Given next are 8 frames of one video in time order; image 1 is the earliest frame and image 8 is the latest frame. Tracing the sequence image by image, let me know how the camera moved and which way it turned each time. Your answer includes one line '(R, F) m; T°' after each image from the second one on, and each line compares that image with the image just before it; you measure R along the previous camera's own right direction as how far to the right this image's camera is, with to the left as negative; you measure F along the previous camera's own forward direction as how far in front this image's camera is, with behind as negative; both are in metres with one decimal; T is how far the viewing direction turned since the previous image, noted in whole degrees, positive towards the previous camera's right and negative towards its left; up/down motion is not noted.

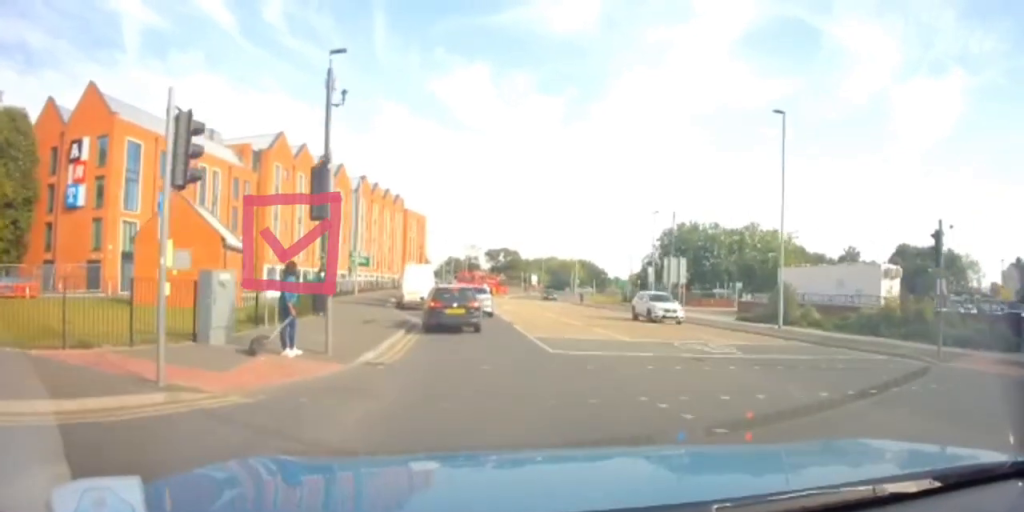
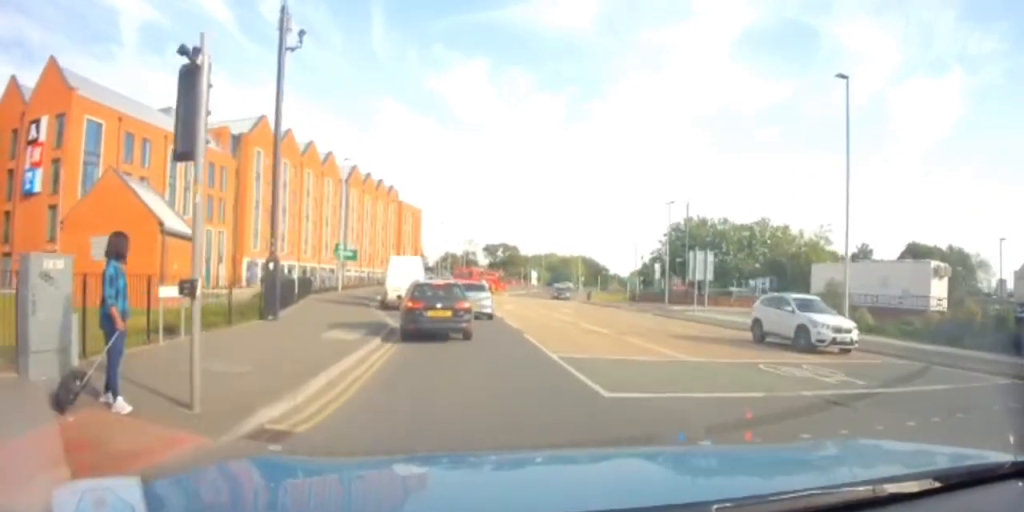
(+0.1, +5.8) m; +1°
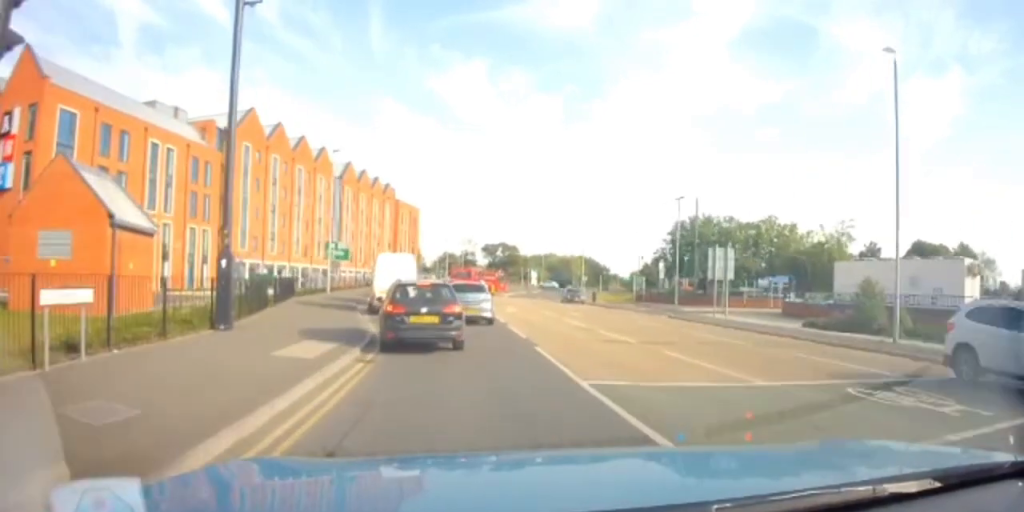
(0.0, +3.4) m; -2°
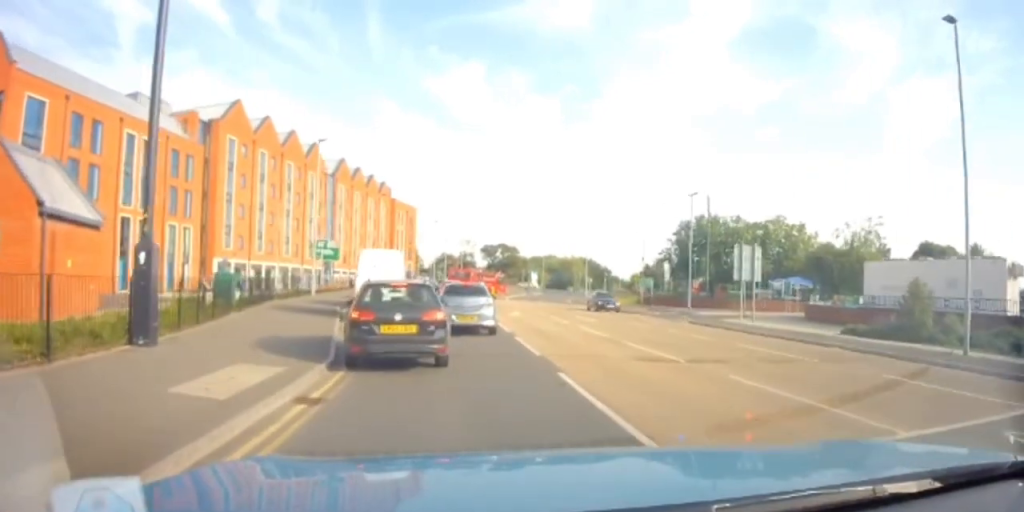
(0.0, +4.2) m; -2°
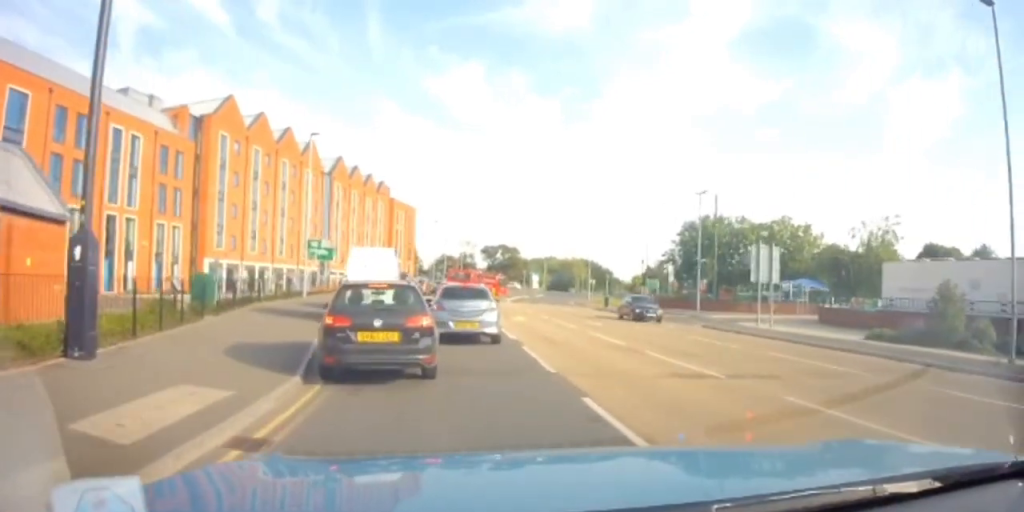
(-0.2, +2.2) m; 0°
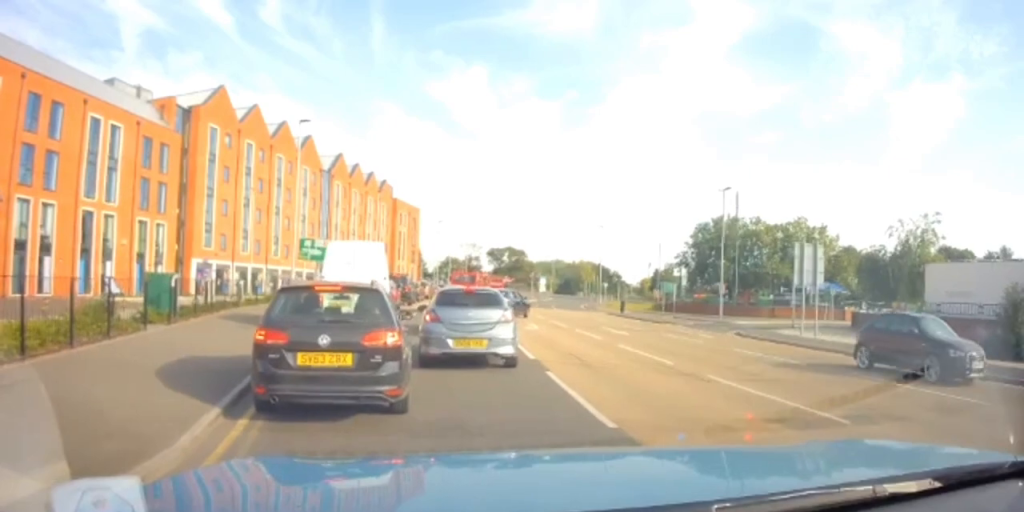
(+0.3, +4.4) m; +5°
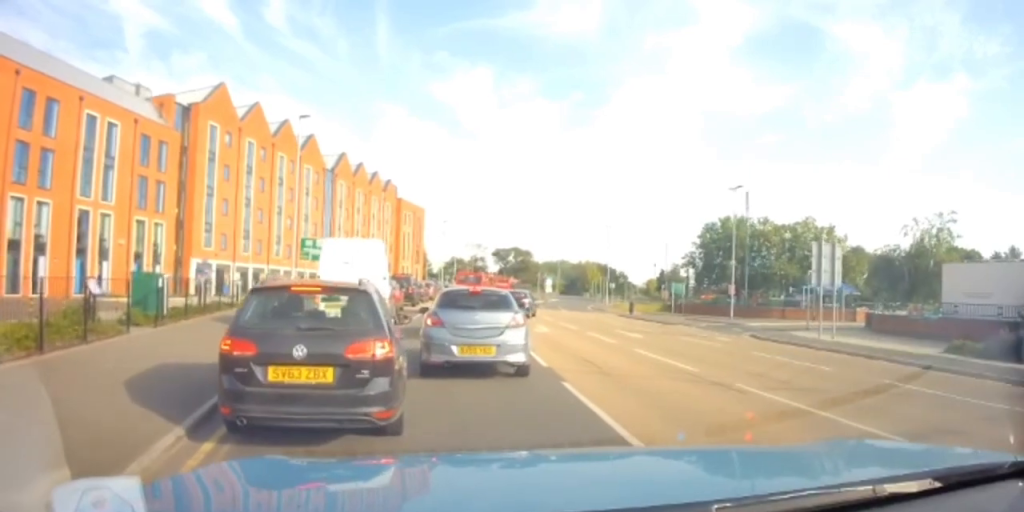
(-0.1, +1.3) m; +1°
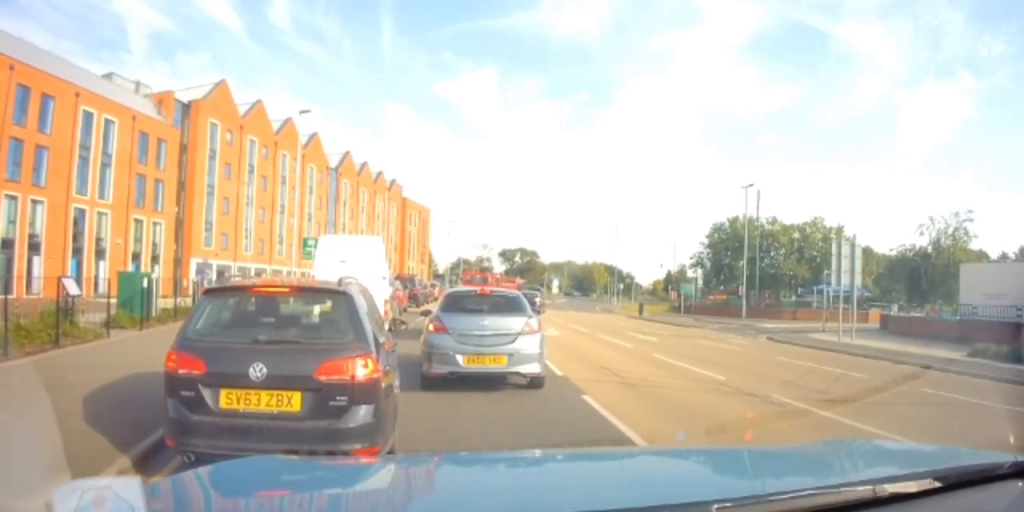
(+0.2, +1.4) m; 0°
